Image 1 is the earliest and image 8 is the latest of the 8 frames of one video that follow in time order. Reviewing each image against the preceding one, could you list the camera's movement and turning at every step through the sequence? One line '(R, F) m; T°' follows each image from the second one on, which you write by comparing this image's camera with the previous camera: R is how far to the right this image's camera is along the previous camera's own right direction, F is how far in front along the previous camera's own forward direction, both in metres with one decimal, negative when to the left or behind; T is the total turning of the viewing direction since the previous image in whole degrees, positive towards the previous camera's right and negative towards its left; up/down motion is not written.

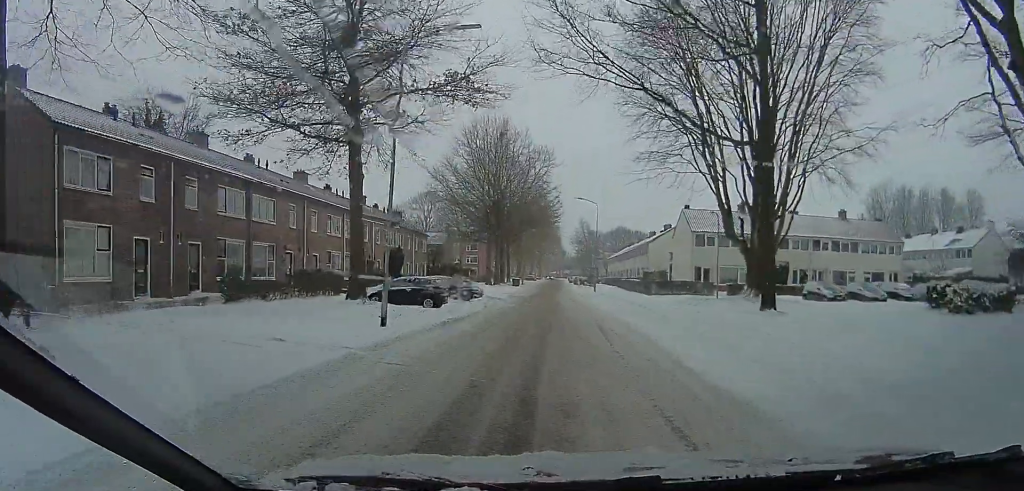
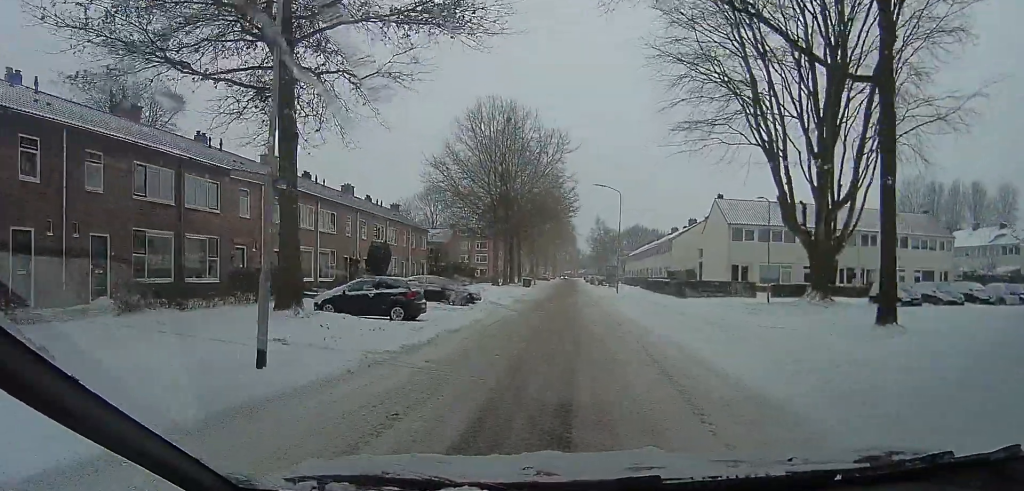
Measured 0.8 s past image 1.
(0.0, +6.2) m; 0°
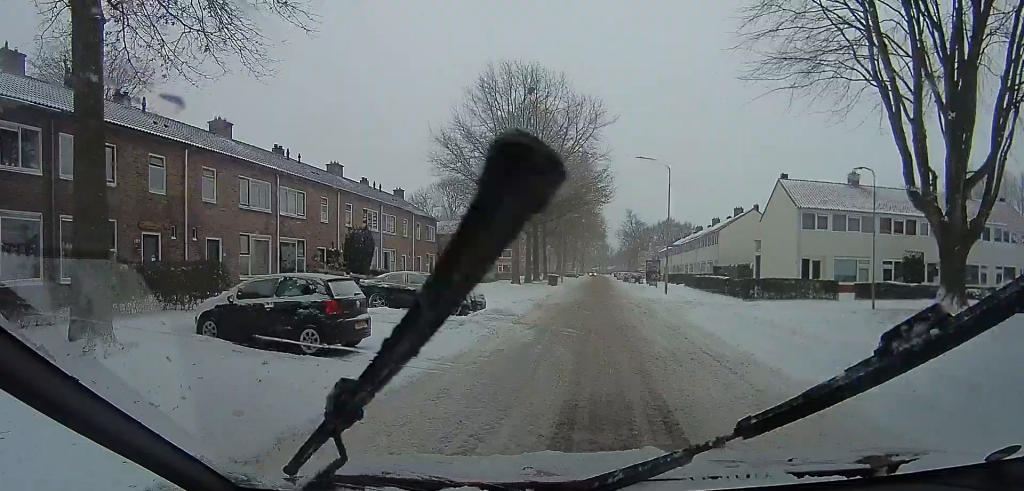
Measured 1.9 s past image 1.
(0.0, +7.6) m; +2°
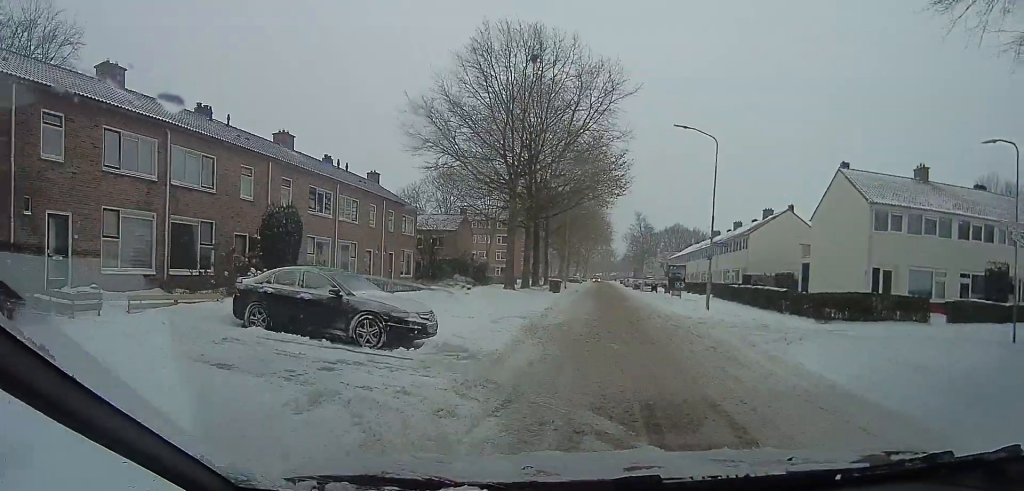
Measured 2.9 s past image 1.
(+0.3, +7.8) m; +3°
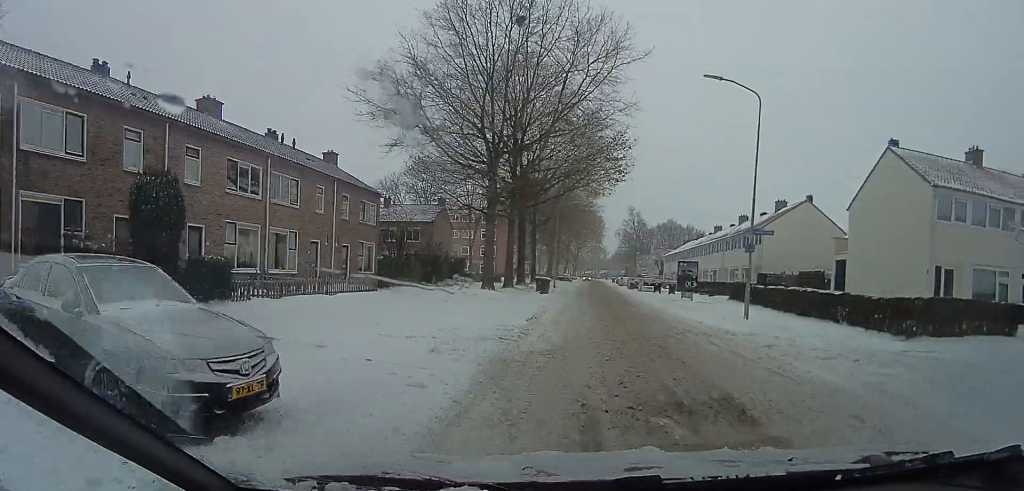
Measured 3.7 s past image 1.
(0.0, +5.7) m; +1°
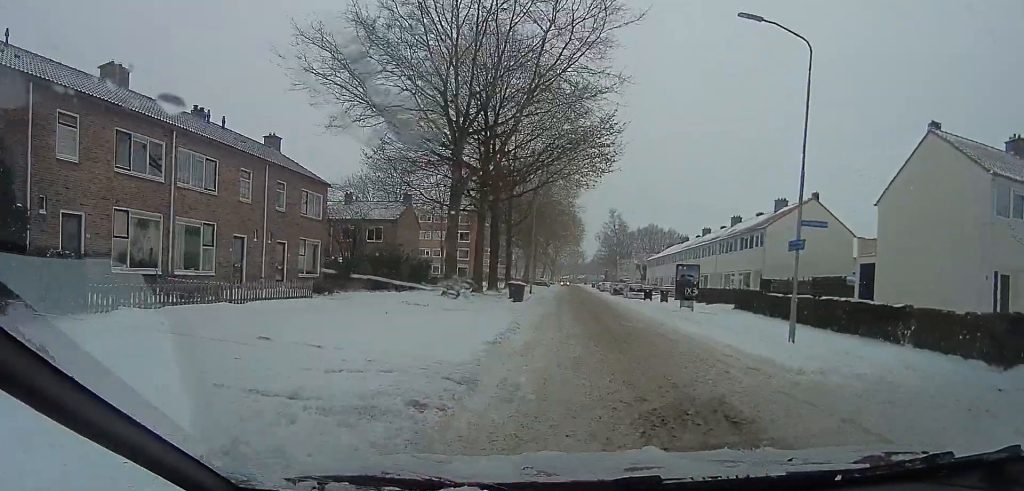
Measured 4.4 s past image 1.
(+0.1, +4.8) m; +1°
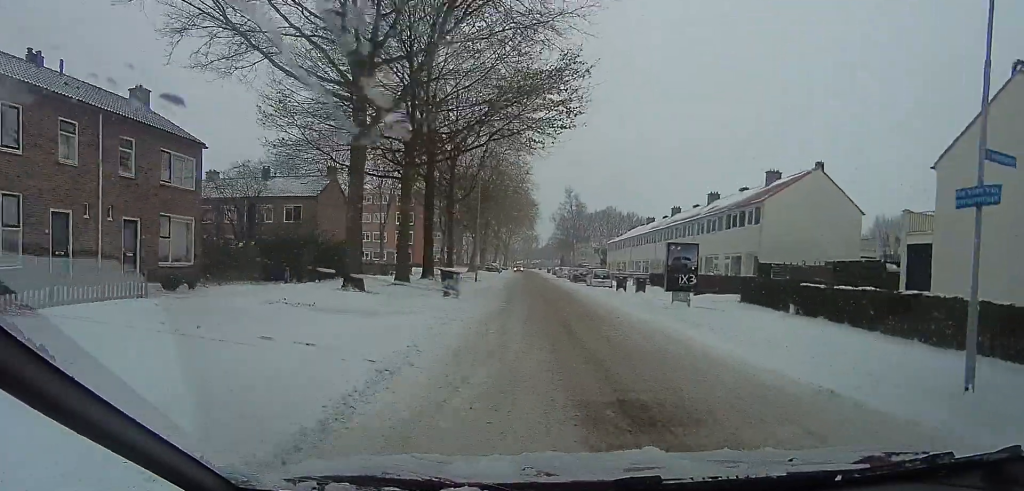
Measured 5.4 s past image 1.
(+0.1, +7.3) m; 0°
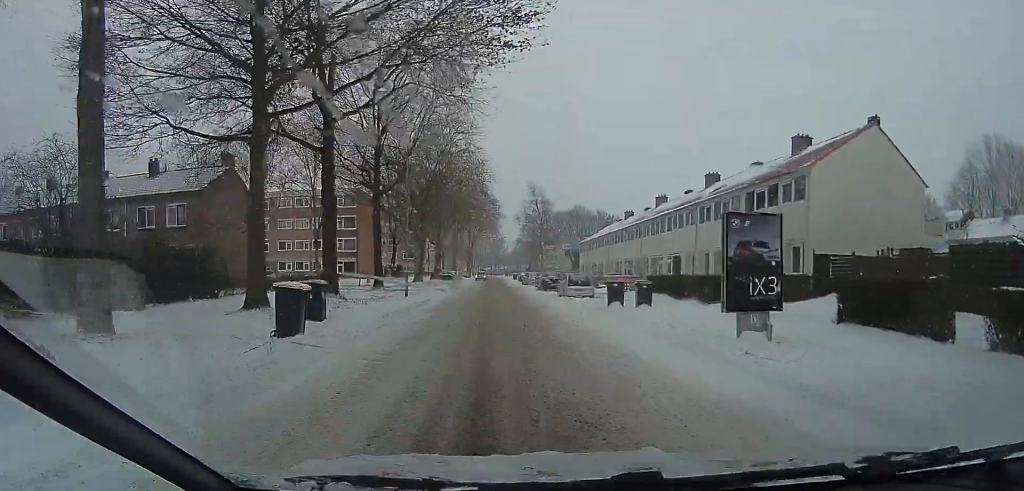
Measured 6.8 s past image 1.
(-0.2, +10.1) m; -2°
